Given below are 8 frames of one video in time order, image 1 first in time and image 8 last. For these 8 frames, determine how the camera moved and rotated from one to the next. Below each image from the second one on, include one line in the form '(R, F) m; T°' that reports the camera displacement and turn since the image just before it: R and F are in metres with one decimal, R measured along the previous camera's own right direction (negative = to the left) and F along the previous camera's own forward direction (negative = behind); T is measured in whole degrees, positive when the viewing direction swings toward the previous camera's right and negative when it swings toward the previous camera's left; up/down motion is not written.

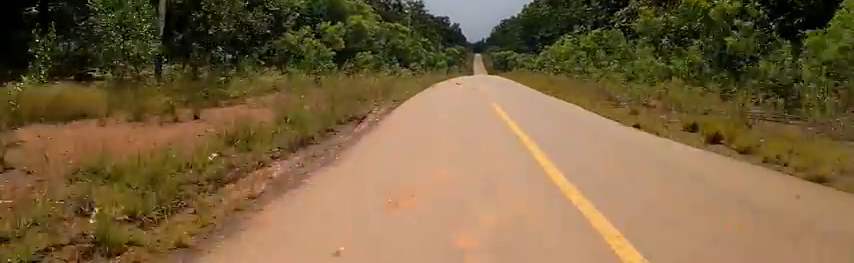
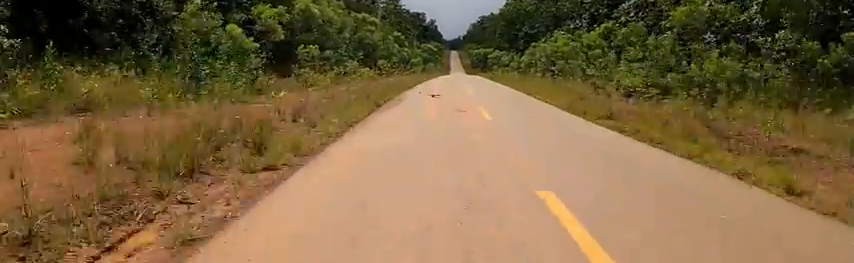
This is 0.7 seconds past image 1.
(-0.3, +8.5) m; +6°
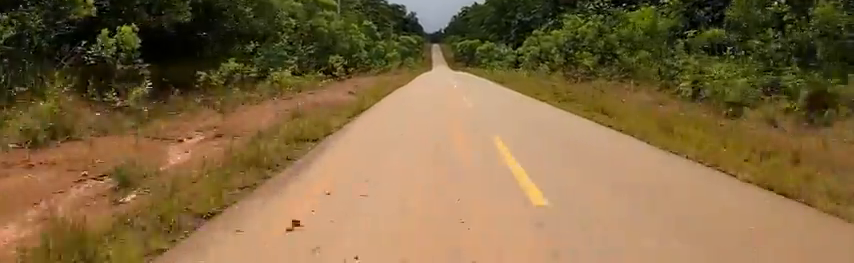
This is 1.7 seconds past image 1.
(+1.9, +13.7) m; +9°
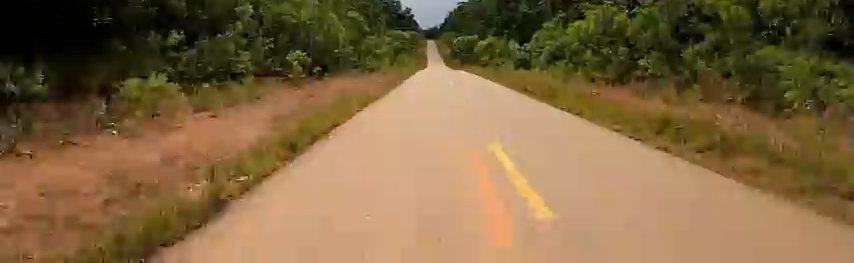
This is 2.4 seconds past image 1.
(0.0, +8.5) m; -2°
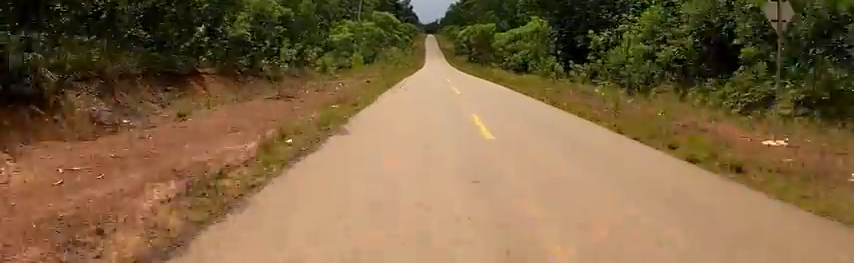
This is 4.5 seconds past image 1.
(-1.0, +29.2) m; -1°
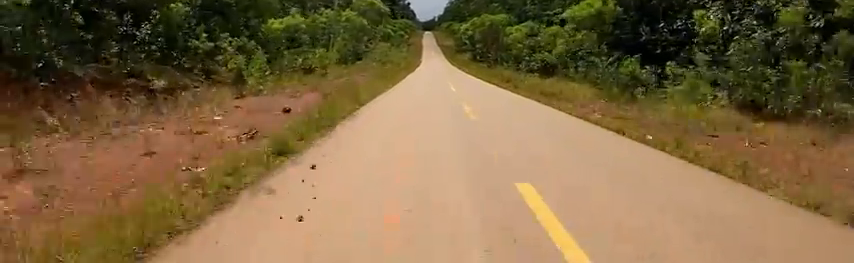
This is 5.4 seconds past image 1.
(+0.1, +14.1) m; 0°
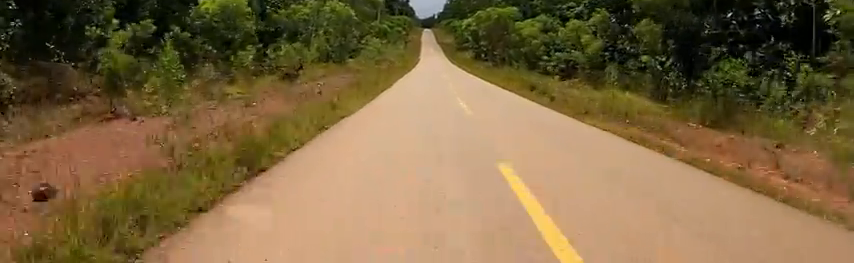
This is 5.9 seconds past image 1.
(-0.1, +7.3) m; 0°
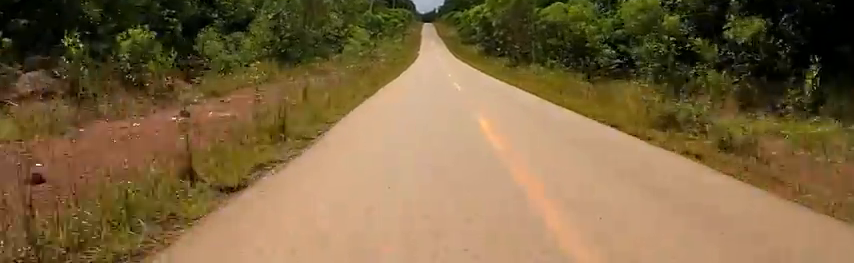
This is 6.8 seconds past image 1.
(0.0, +13.3) m; 0°
